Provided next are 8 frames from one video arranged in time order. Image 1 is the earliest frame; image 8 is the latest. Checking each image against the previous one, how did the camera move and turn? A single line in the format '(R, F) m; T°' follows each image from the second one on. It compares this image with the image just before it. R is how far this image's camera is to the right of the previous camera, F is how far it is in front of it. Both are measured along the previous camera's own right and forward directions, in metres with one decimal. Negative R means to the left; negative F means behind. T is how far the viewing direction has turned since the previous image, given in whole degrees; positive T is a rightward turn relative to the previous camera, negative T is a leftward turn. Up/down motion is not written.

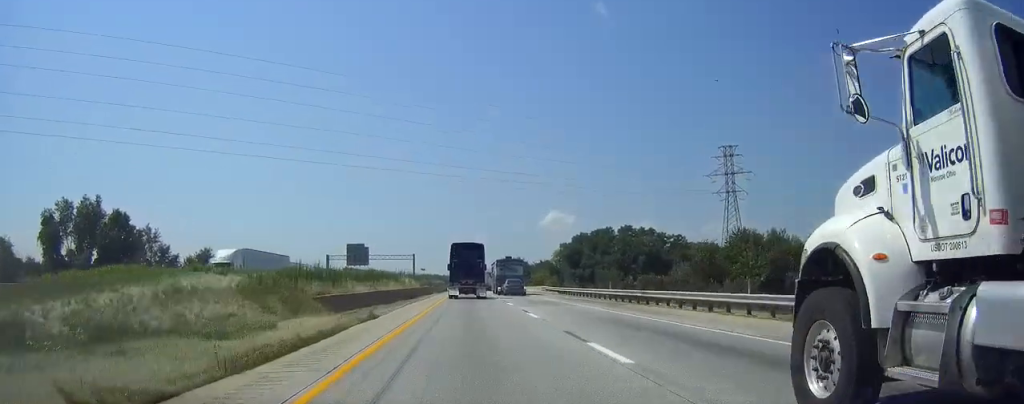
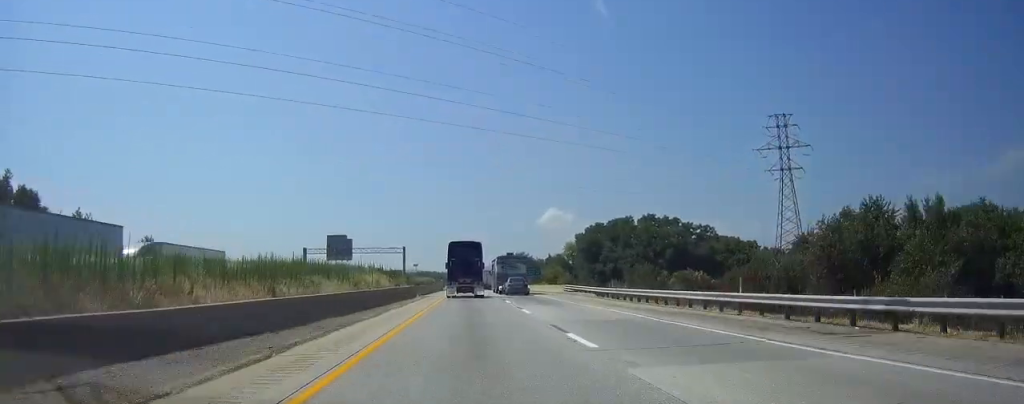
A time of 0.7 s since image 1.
(0.0, +22.0) m; 0°
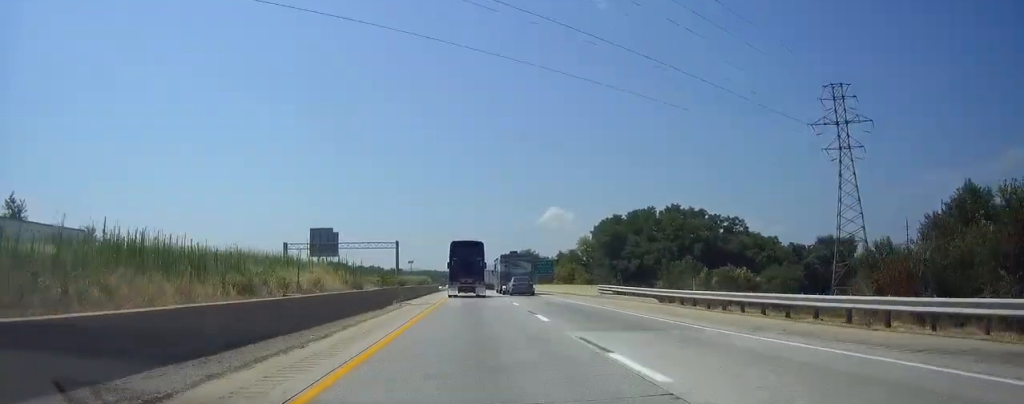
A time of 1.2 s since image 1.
(+0.1, +16.5) m; 0°
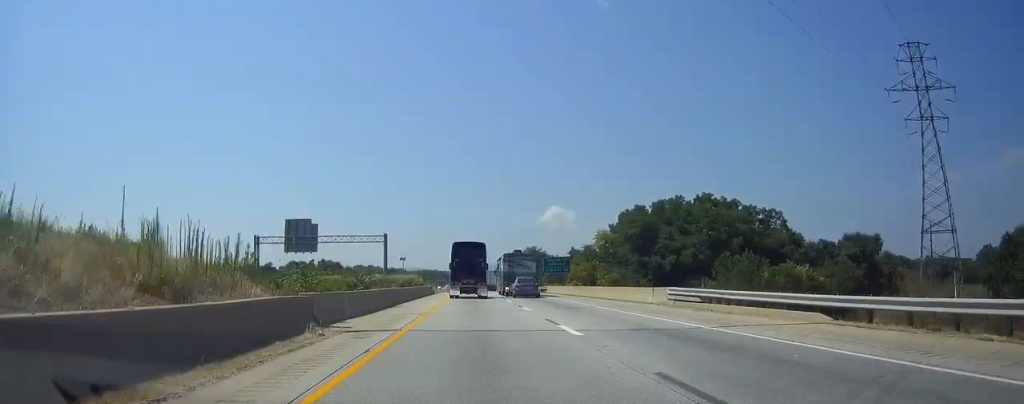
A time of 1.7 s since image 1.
(0.0, +17.6) m; 0°
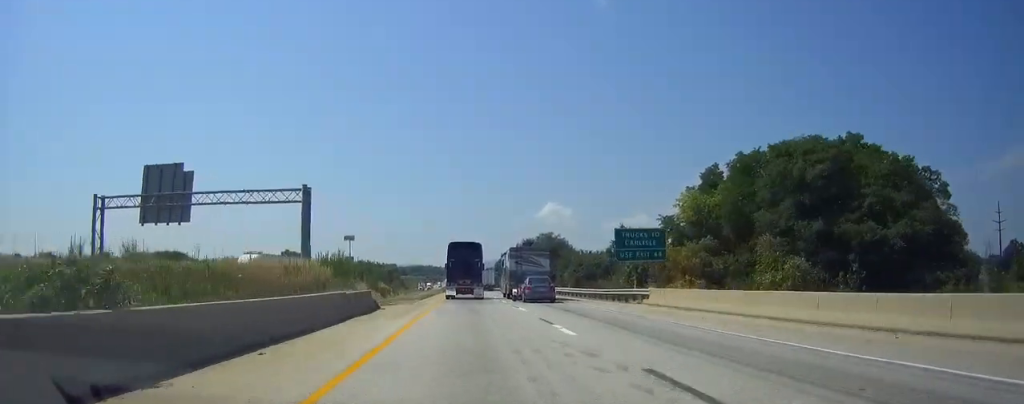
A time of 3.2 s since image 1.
(-0.2, +48.5) m; 0°
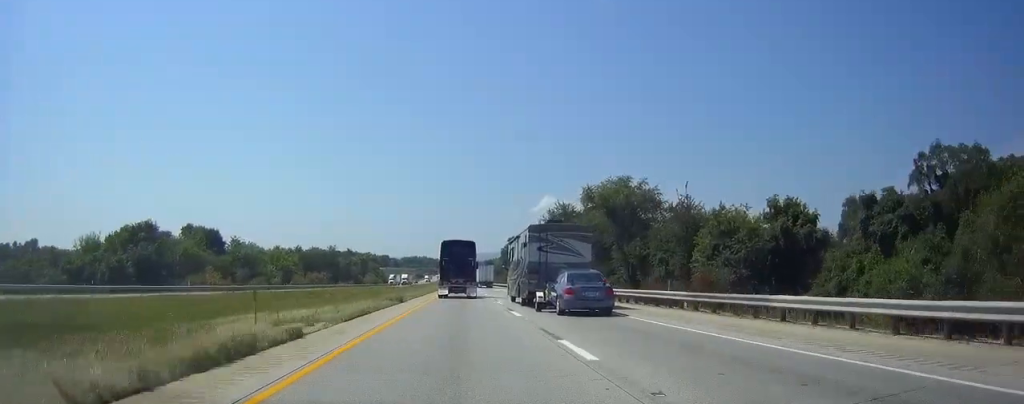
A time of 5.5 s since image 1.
(-0.1, +78.4) m; 0°
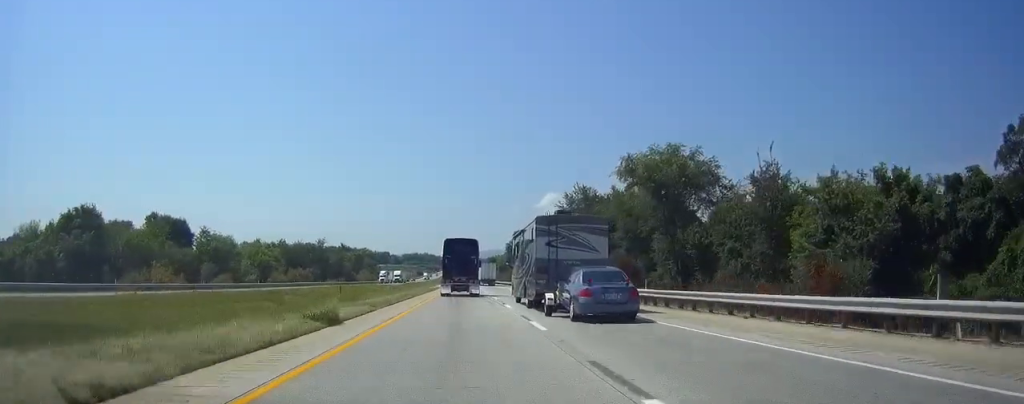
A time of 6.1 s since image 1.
(0.0, +18.8) m; 0°
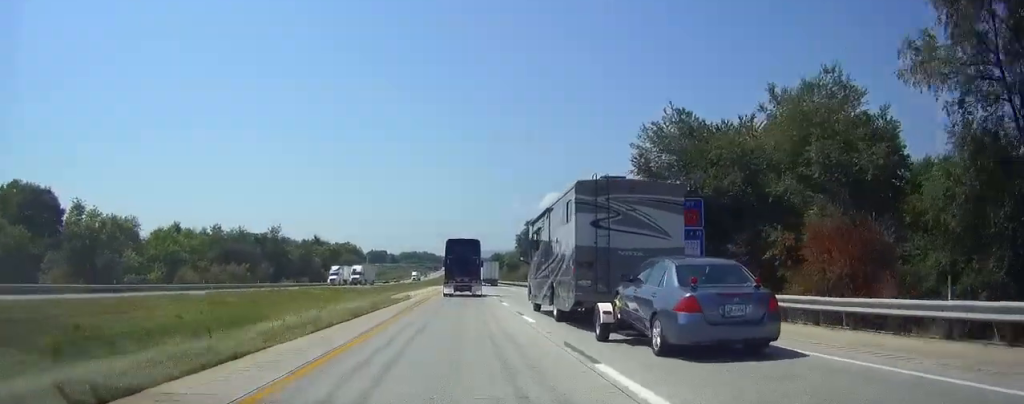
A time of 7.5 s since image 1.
(0.0, +46.4) m; 0°
